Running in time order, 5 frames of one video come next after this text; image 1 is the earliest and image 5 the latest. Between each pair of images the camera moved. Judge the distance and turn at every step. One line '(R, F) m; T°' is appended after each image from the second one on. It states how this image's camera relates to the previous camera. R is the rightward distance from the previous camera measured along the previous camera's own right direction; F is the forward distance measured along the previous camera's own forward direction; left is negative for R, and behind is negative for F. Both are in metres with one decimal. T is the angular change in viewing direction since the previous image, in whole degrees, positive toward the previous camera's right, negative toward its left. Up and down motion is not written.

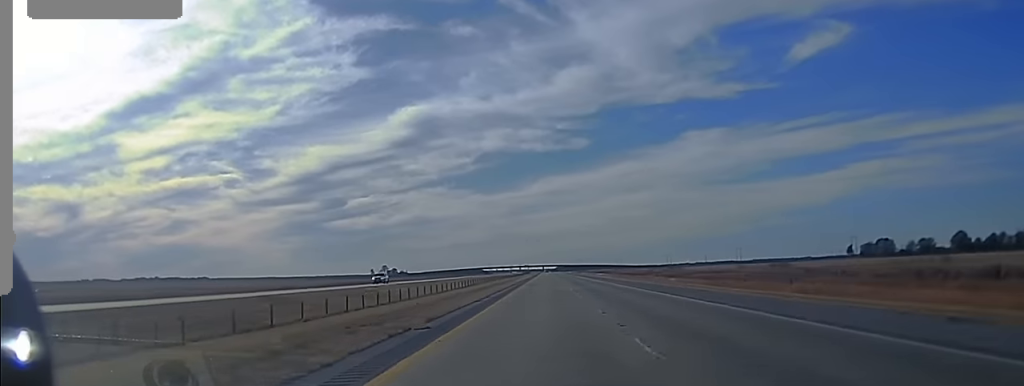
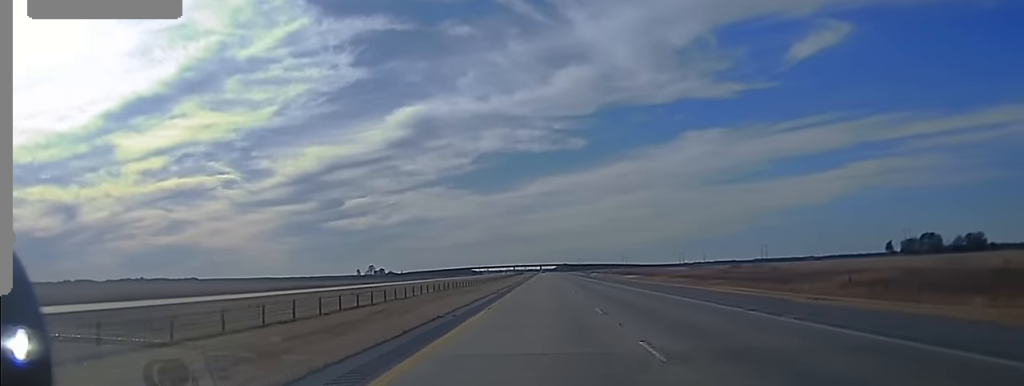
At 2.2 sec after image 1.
(0.0, +122.6) m; 0°
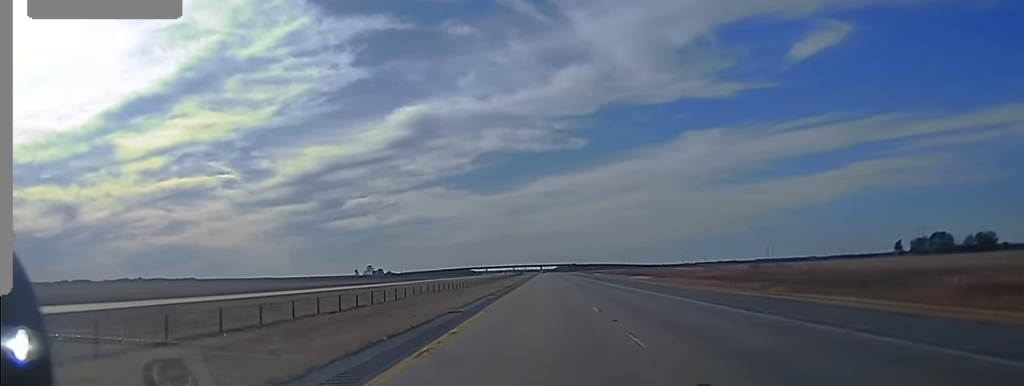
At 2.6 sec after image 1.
(0.0, +22.3) m; 0°
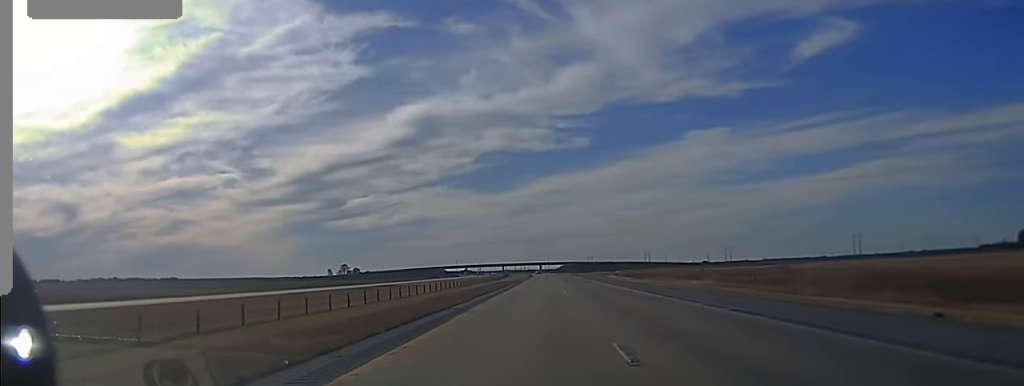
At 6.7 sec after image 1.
(+1.5, +230.1) m; 0°
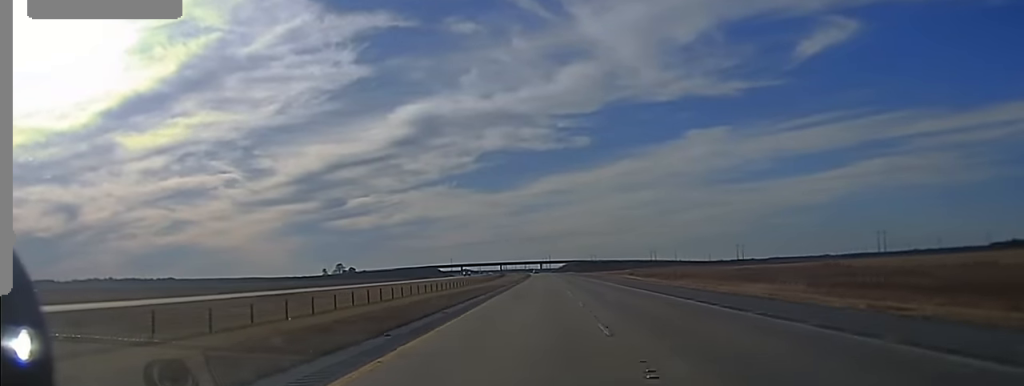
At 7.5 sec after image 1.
(0.0, +43.7) m; 0°
